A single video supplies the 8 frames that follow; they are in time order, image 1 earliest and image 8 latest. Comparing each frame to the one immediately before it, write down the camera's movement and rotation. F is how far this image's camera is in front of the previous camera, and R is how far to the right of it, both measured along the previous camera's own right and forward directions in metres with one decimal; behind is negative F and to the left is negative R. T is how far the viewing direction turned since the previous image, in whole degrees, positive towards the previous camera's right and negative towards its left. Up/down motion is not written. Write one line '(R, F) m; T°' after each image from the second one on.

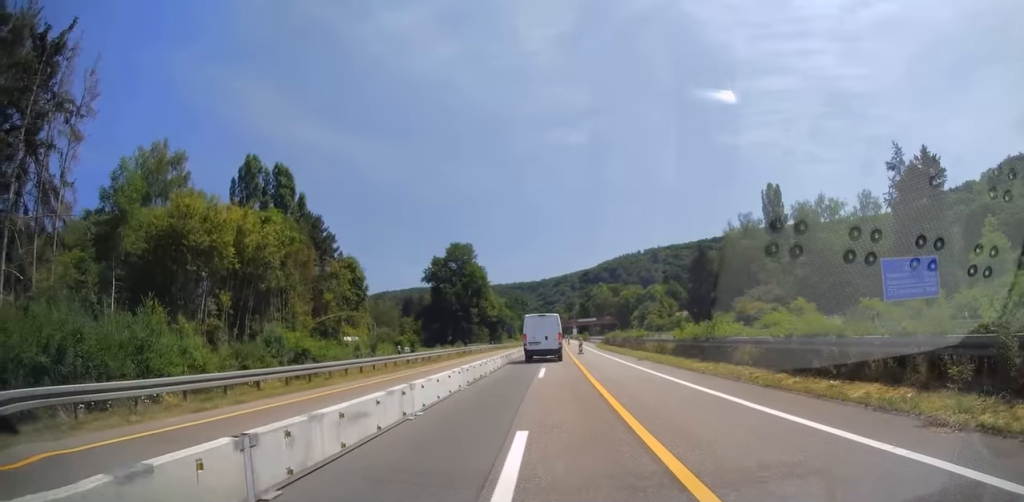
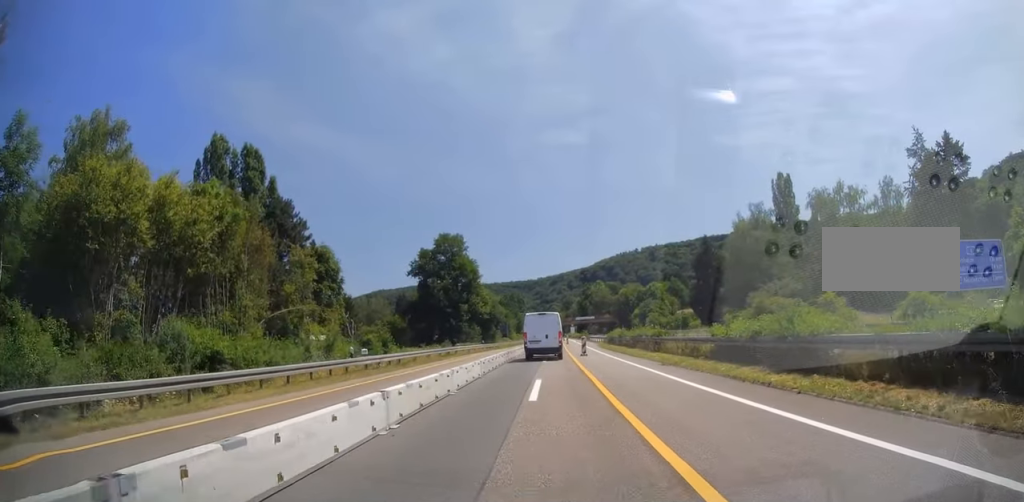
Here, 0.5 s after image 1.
(0.0, +7.7) m; 0°
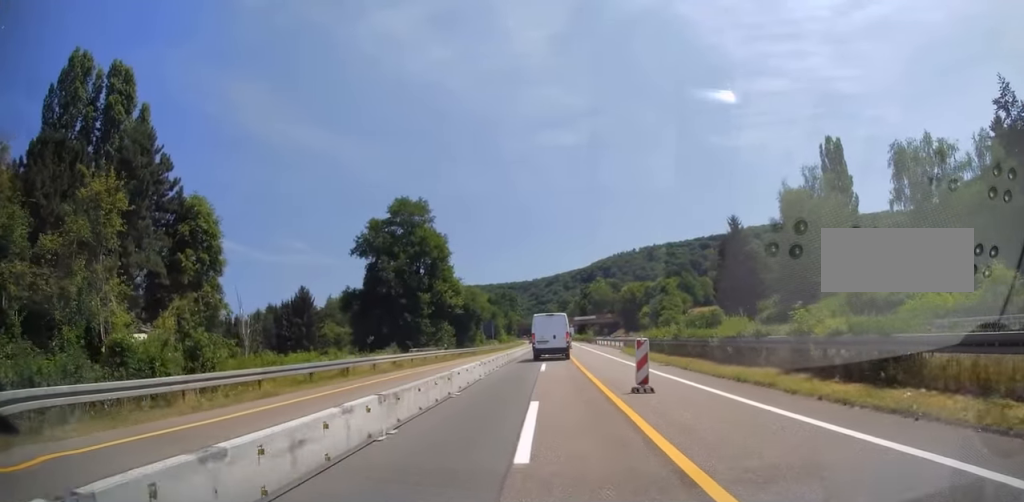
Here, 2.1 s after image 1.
(+0.2, +24.3) m; +2°
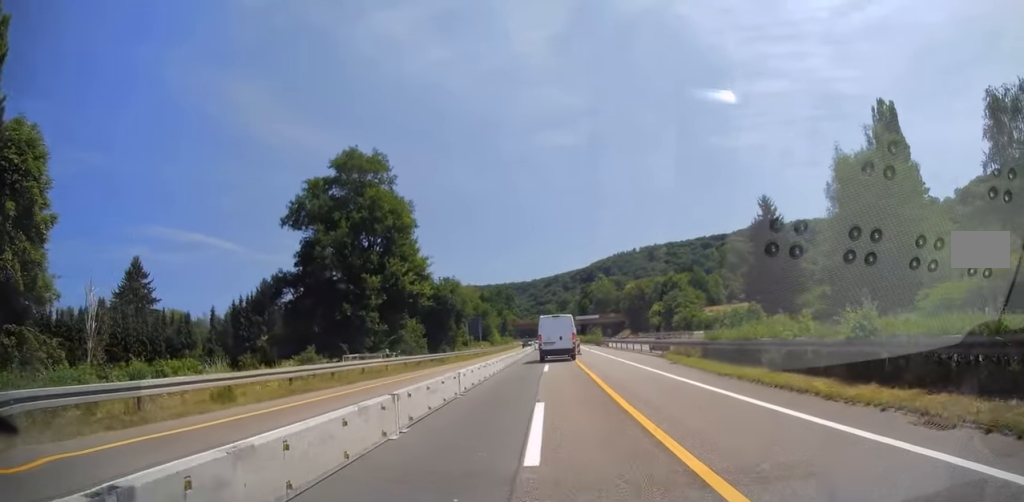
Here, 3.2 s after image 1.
(+0.1, +17.8) m; 0°
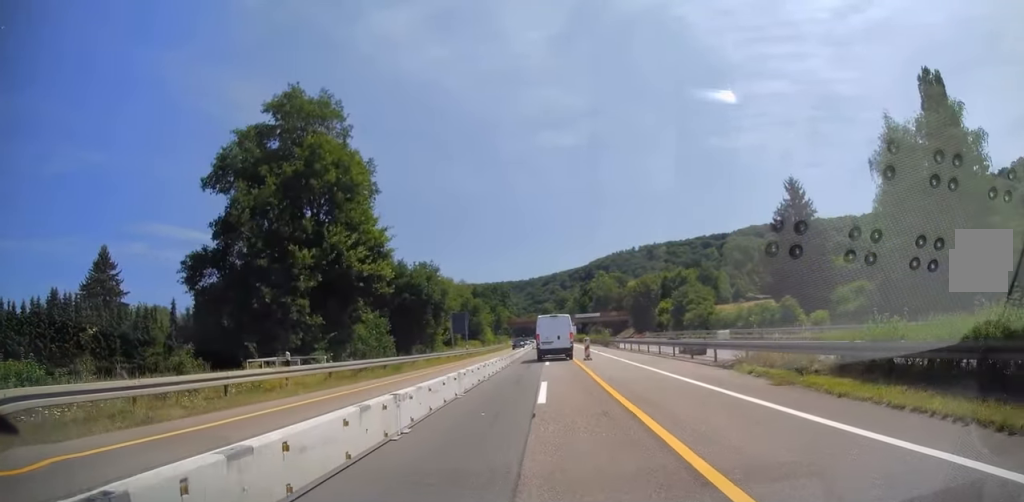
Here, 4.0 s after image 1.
(-0.2, +12.0) m; 0°
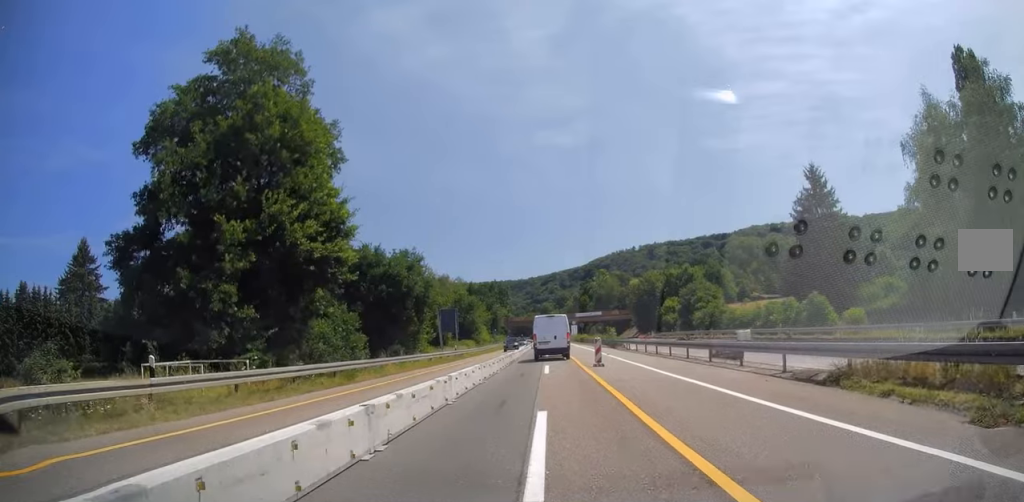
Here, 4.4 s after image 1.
(+0.2, +7.3) m; 0°
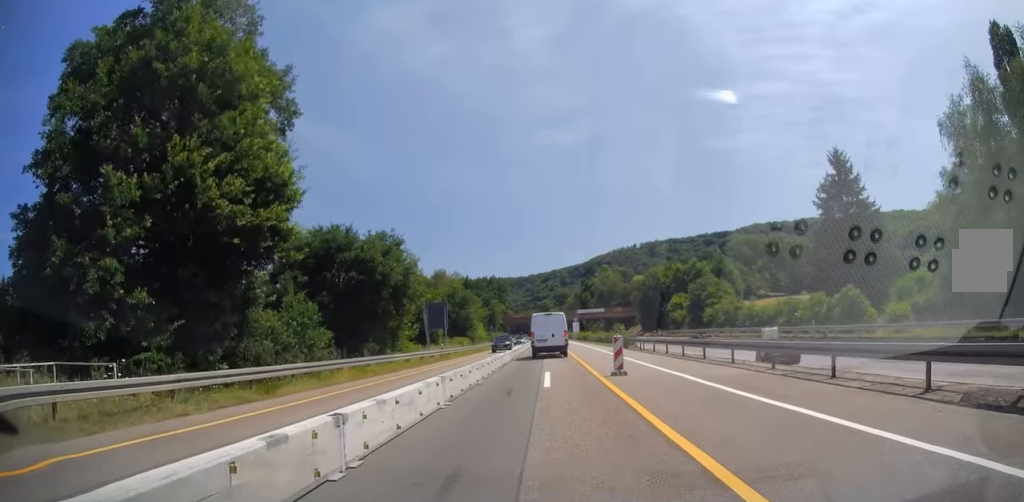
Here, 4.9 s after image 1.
(+0.1, +7.1) m; 0°
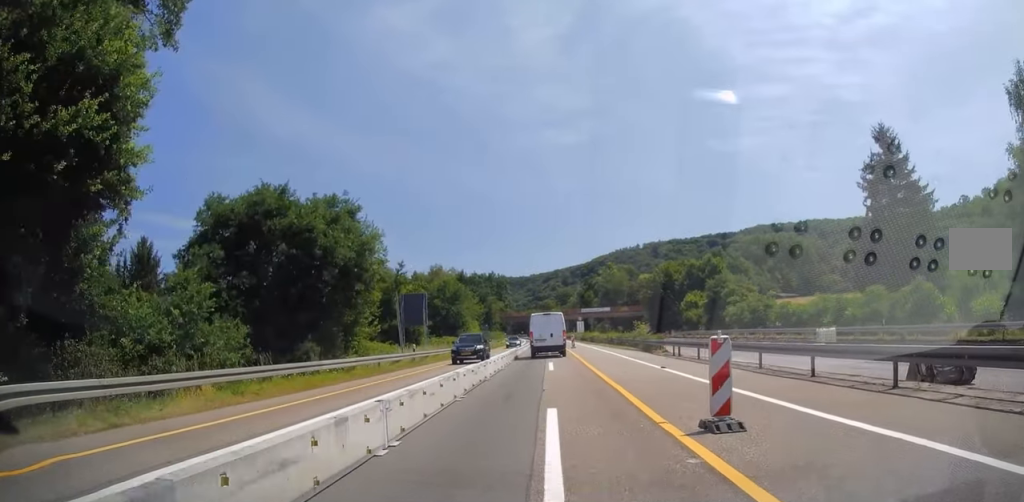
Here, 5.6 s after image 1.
(-0.3, +10.7) m; 0°
